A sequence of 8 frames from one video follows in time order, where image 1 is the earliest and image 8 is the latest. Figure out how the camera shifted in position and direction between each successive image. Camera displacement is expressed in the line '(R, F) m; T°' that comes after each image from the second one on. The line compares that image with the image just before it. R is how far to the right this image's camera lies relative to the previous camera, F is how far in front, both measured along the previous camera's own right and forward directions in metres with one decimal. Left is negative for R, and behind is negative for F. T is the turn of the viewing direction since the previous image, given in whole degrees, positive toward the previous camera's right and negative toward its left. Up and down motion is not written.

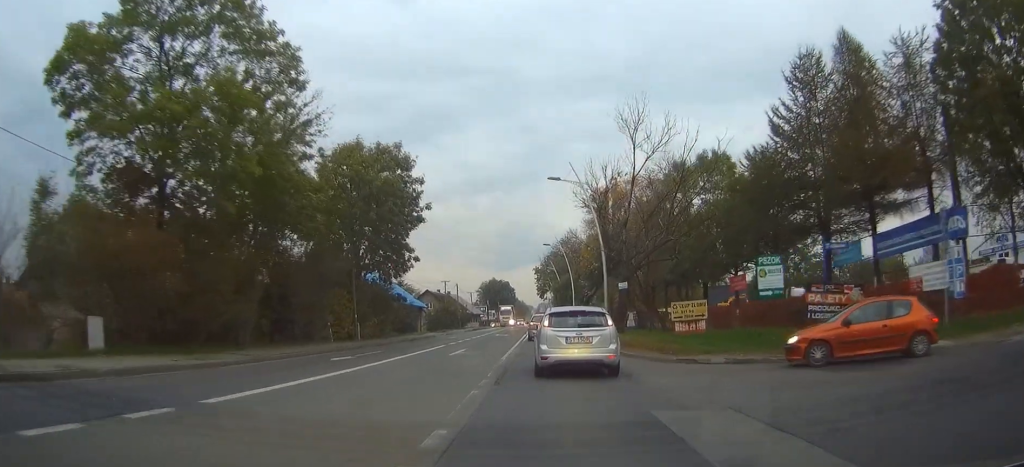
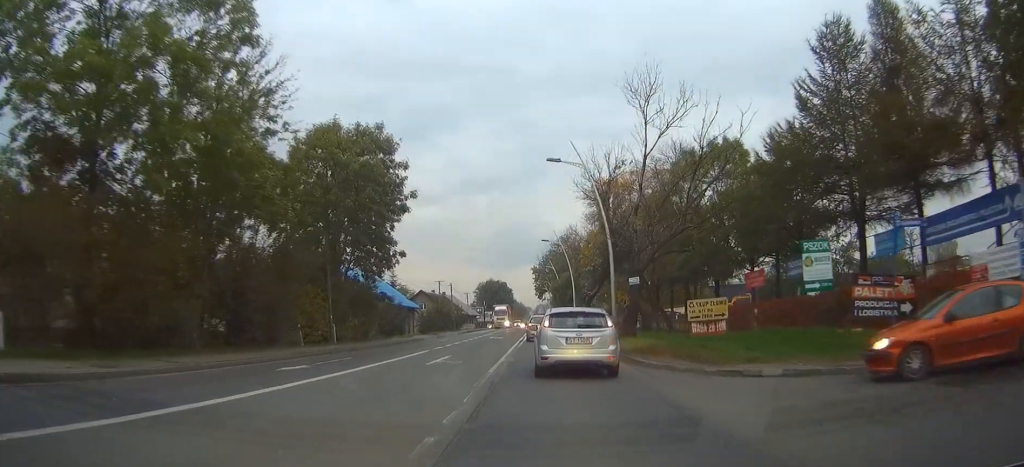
(0.0, +4.5) m; 0°
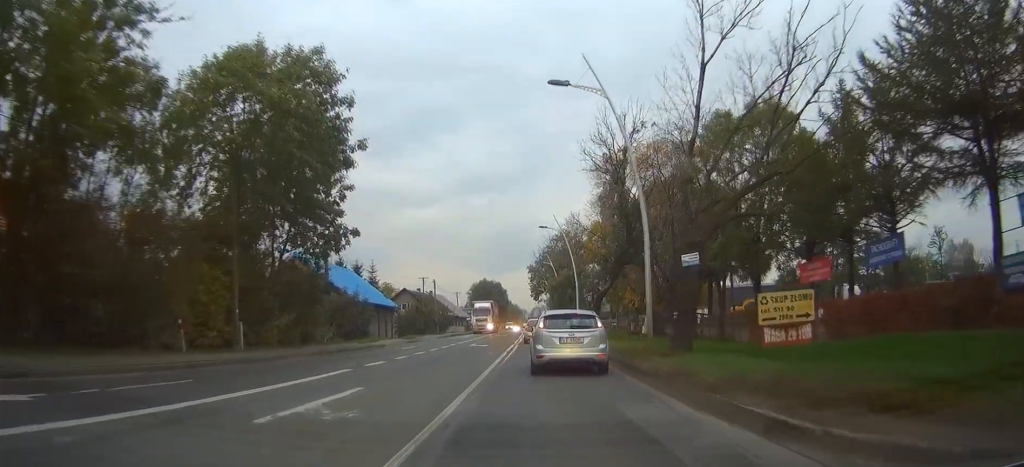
(+0.1, +11.7) m; 0°
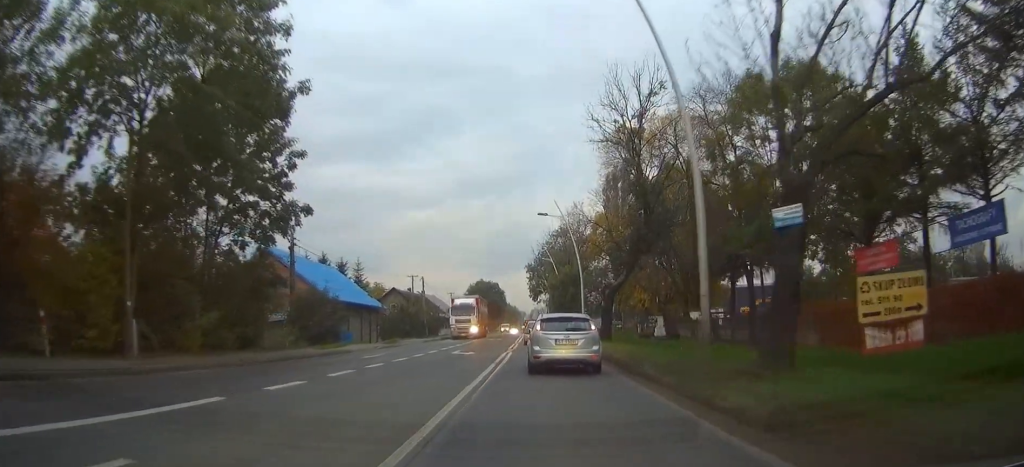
(-0.1, +7.6) m; 0°
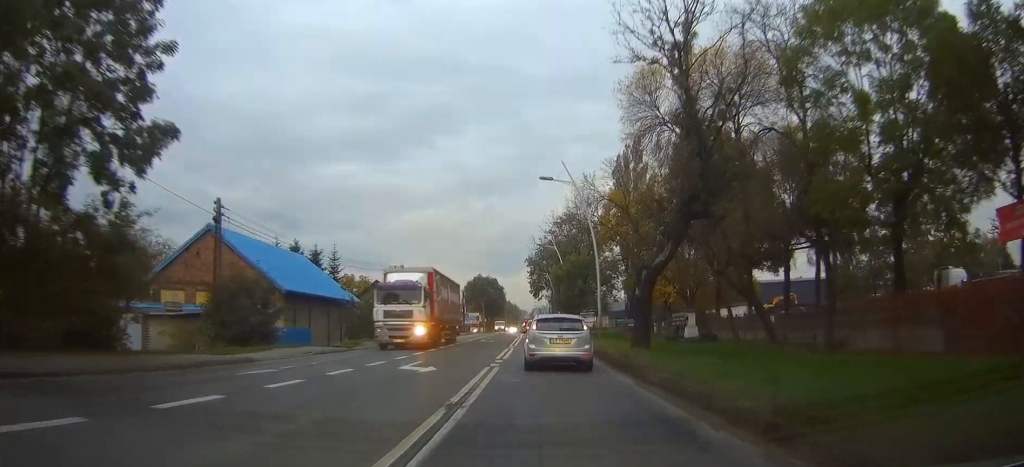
(+0.2, +11.6) m; +1°
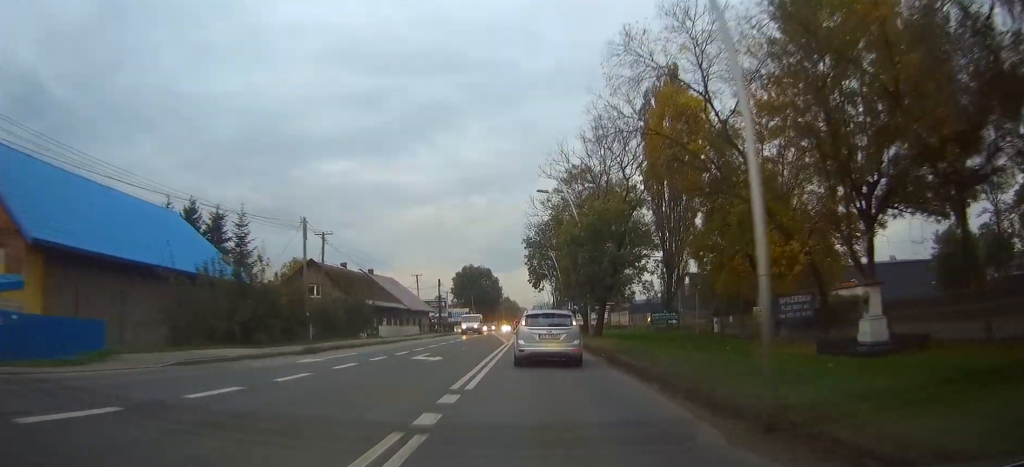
(-0.2, +25.2) m; 0°
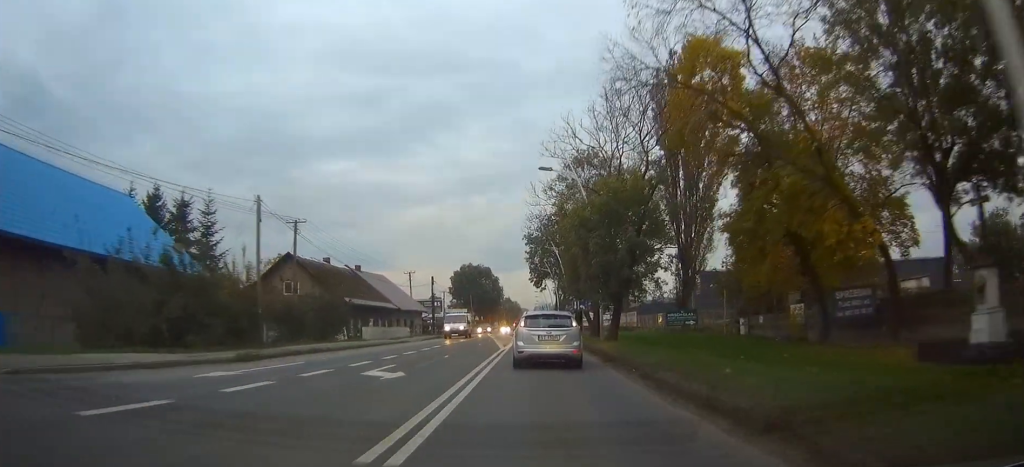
(0.0, +6.1) m; 0°
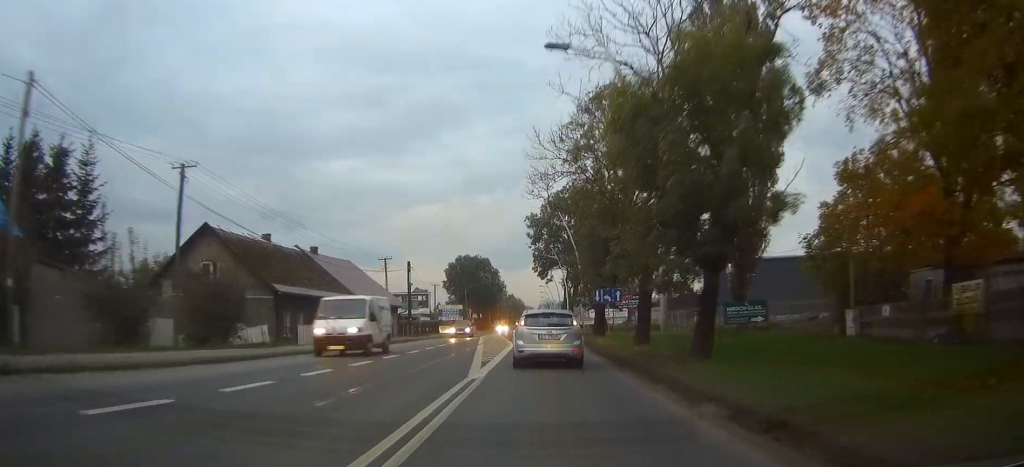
(+0.1, +15.5) m; 0°
